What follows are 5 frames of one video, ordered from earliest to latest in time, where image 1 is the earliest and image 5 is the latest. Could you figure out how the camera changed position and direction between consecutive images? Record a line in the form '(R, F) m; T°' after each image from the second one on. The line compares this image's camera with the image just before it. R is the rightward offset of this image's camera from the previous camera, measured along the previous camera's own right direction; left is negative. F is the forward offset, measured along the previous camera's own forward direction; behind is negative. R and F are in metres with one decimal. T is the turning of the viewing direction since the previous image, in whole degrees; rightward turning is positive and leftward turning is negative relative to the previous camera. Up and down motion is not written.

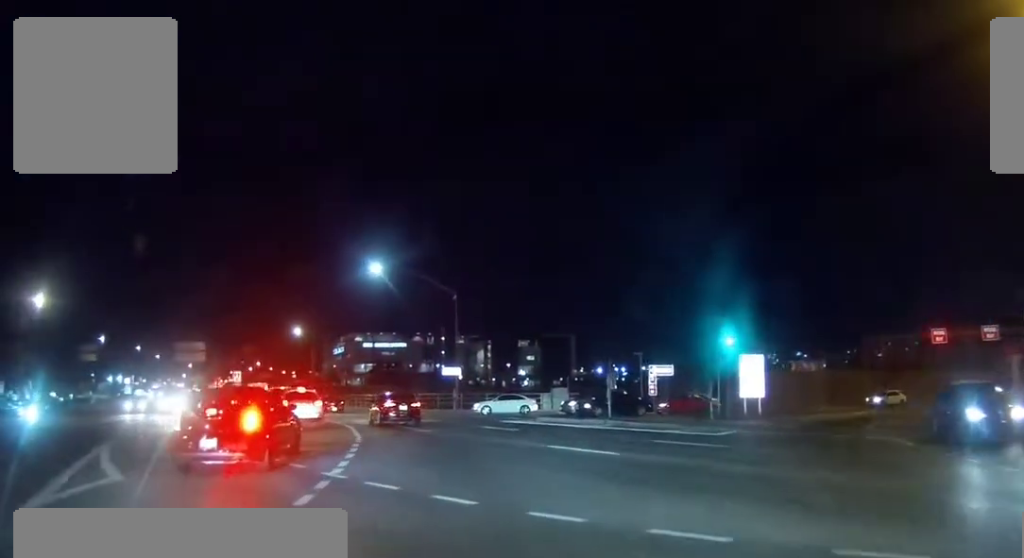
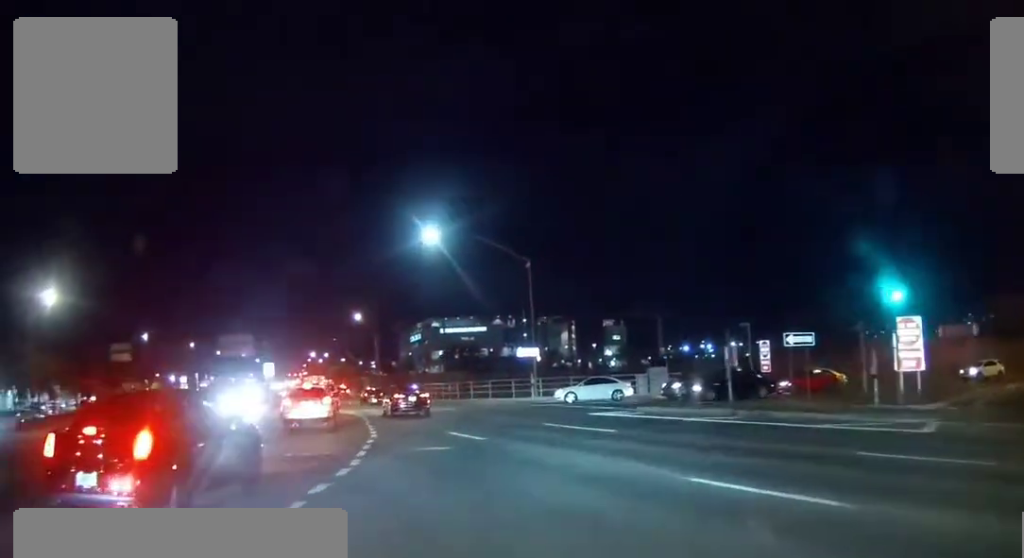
(-1.1, +9.6) m; -6°
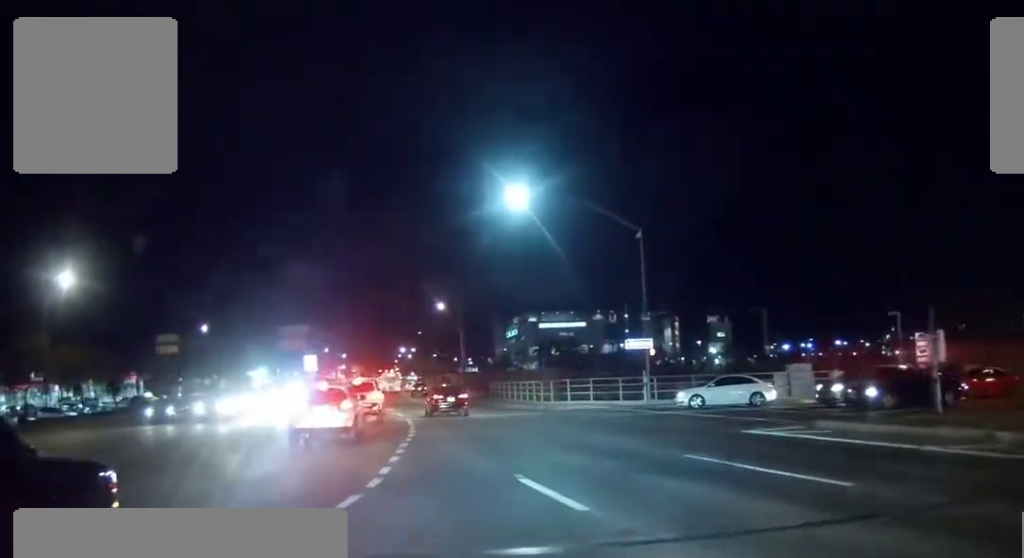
(-0.3, +10.3) m; -5°
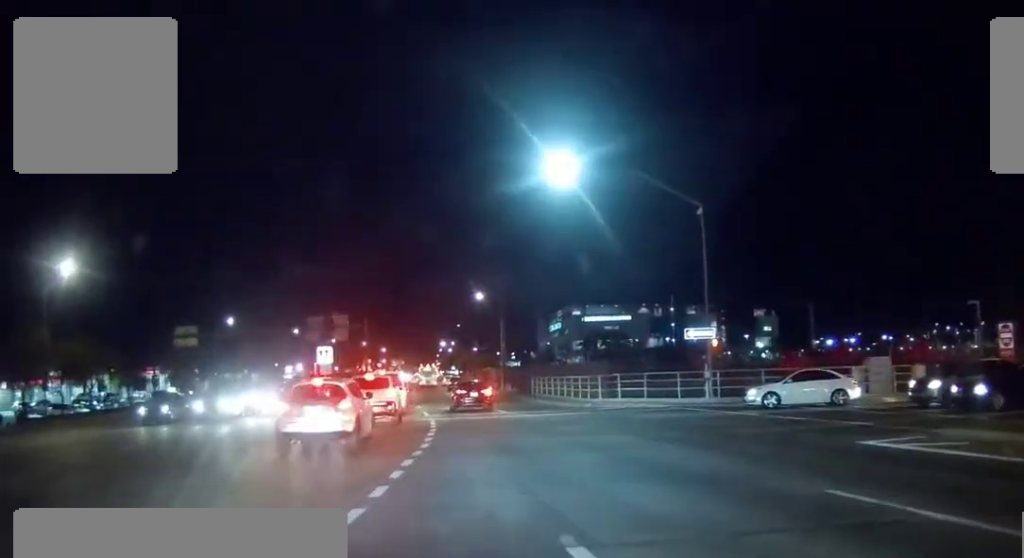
(+0.1, +4.9) m; -3°
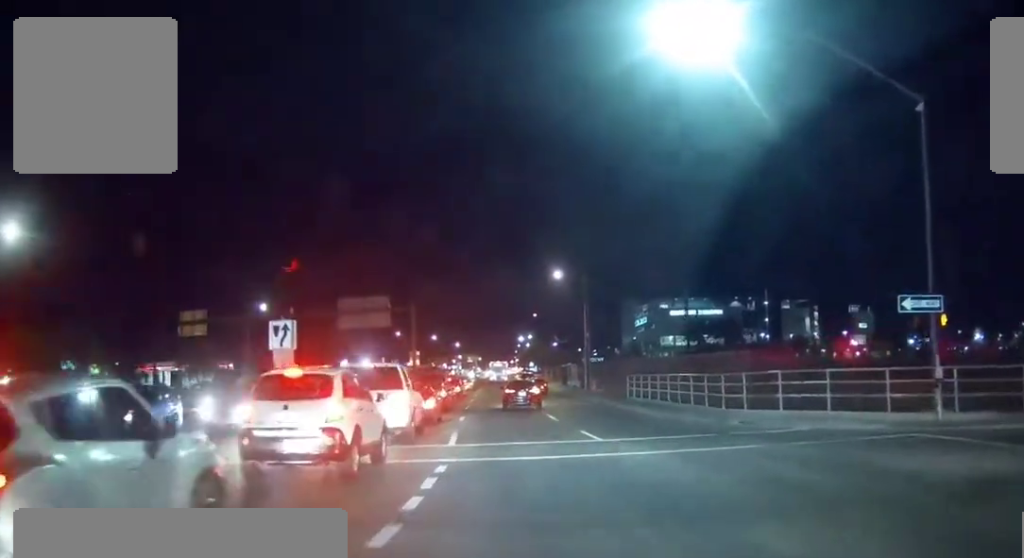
(-1.7, +15.2) m; -8°
